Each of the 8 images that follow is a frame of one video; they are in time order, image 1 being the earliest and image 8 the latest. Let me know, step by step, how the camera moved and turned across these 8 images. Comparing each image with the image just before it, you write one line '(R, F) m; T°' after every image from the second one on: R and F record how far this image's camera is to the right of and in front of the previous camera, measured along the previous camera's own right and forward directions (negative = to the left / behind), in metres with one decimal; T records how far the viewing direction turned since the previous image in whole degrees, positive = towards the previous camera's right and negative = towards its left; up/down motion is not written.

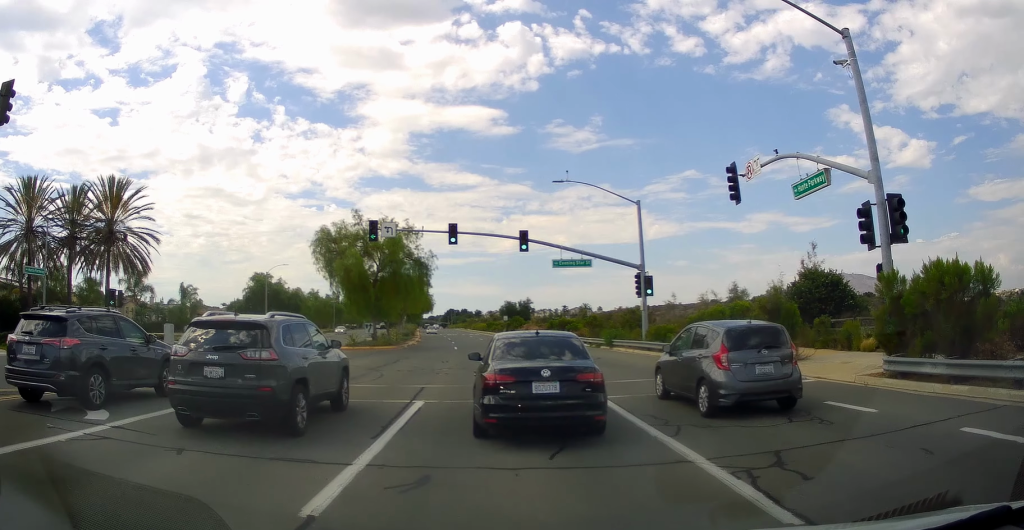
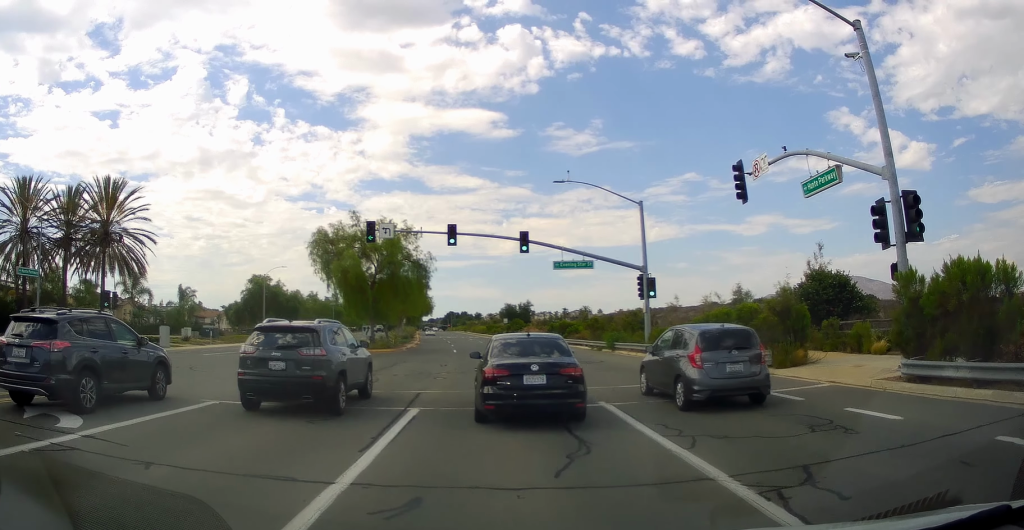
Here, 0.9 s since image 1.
(0.0, +1.6) m; +3°
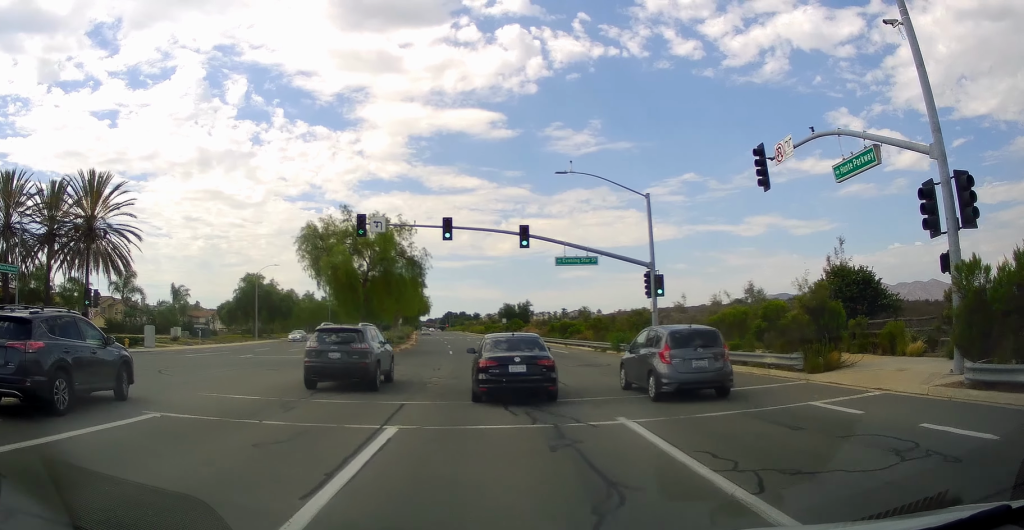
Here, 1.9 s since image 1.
(+0.1, +2.6) m; +2°
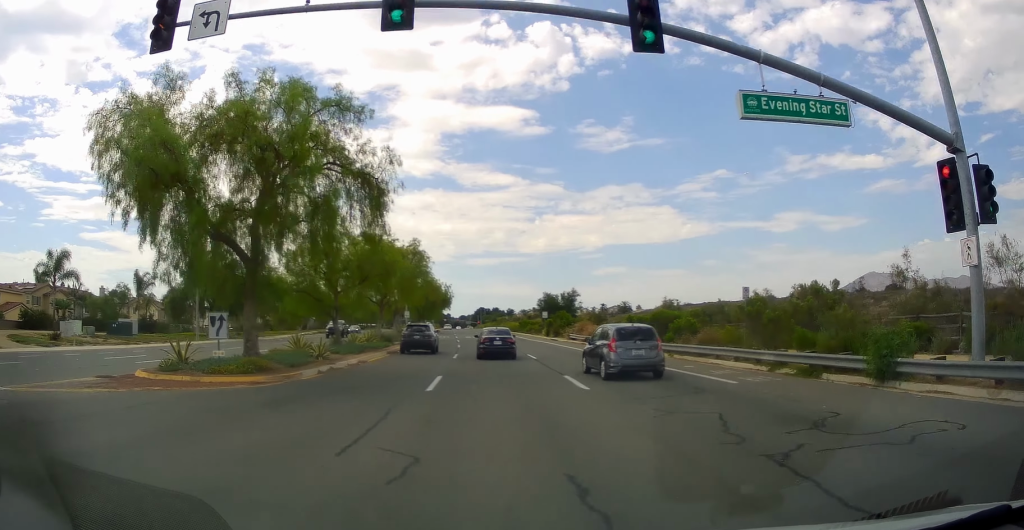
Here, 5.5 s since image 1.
(+0.5, +19.9) m; +1°
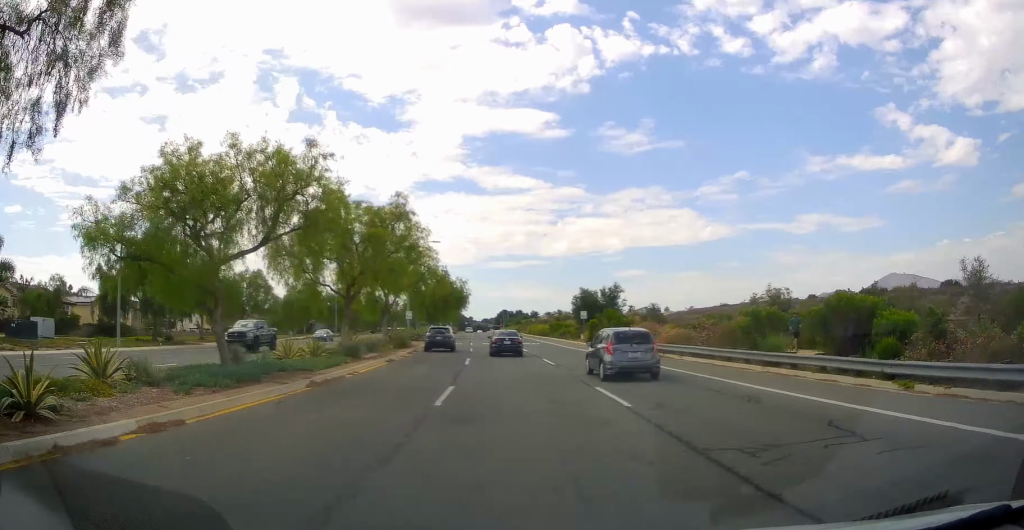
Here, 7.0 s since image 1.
(-0.1, +14.8) m; -1°
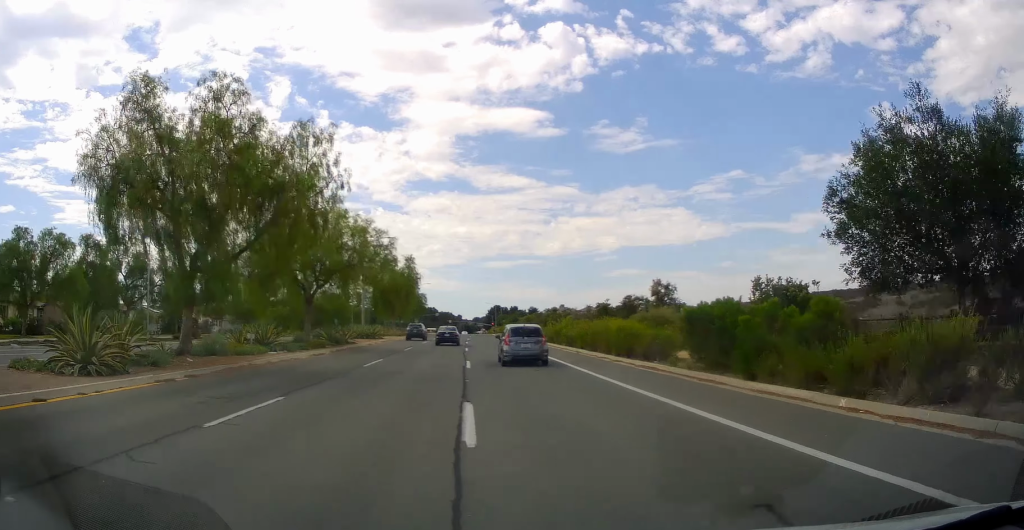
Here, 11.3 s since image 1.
(+0.2, +59.4) m; 0°
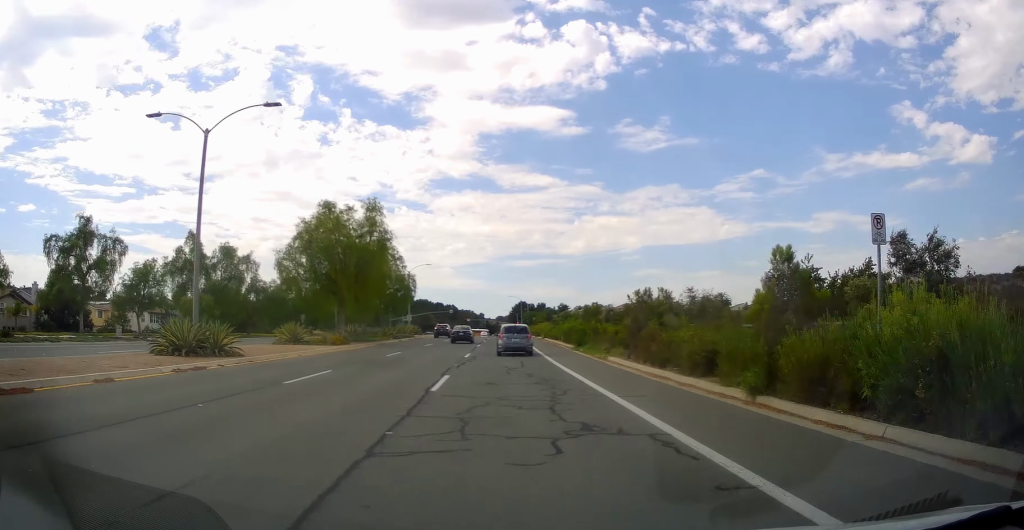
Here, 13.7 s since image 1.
(-1.0, +38.2) m; -2°
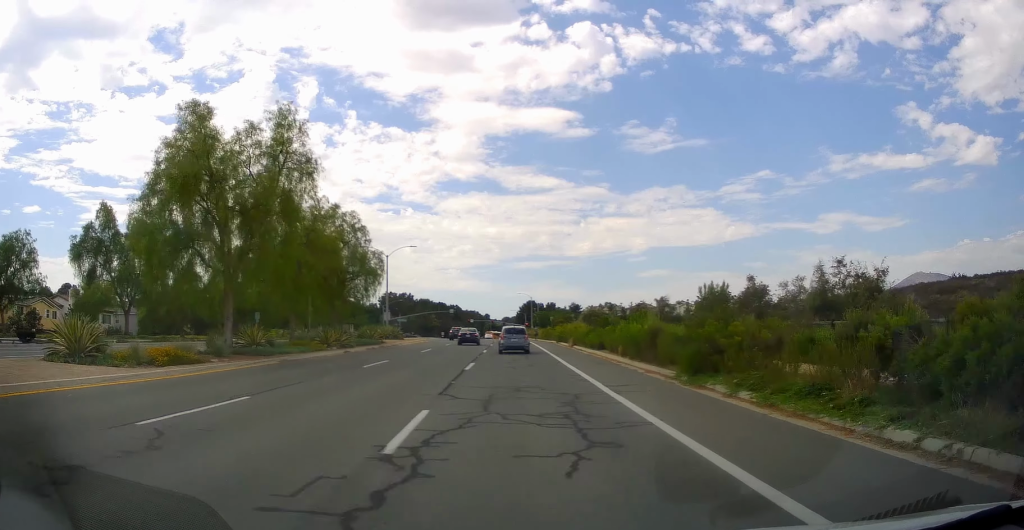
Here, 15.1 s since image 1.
(-0.2, +22.3) m; 0°
